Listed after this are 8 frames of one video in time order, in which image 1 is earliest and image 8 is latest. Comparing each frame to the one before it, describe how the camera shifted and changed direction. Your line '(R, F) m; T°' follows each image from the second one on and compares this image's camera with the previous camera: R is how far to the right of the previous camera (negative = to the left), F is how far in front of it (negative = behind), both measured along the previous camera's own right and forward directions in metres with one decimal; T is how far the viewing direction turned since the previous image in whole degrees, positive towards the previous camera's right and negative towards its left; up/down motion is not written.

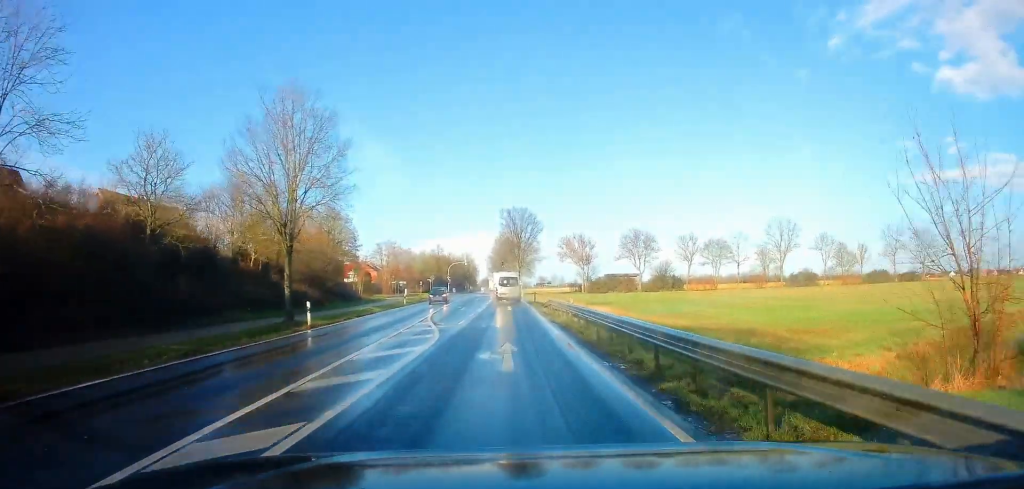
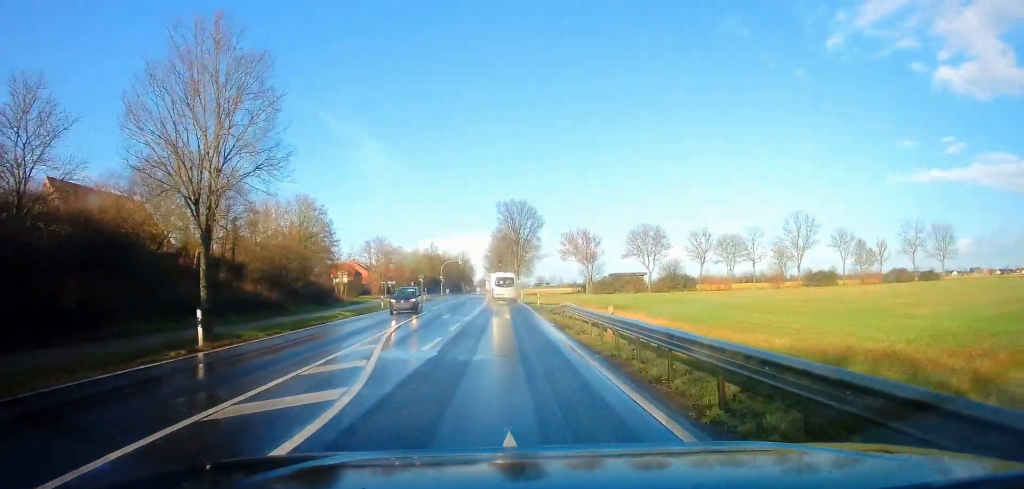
(0.0, +8.6) m; 0°
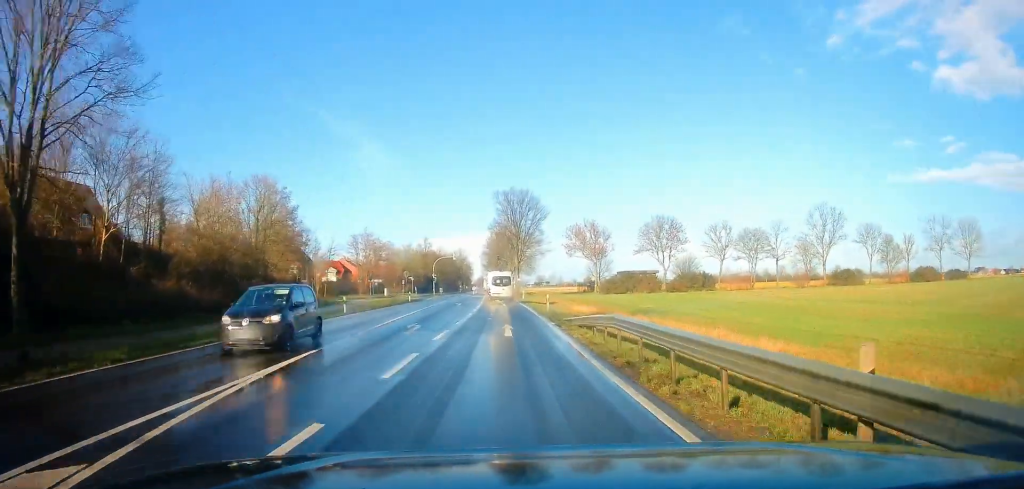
(0.0, +10.1) m; 0°
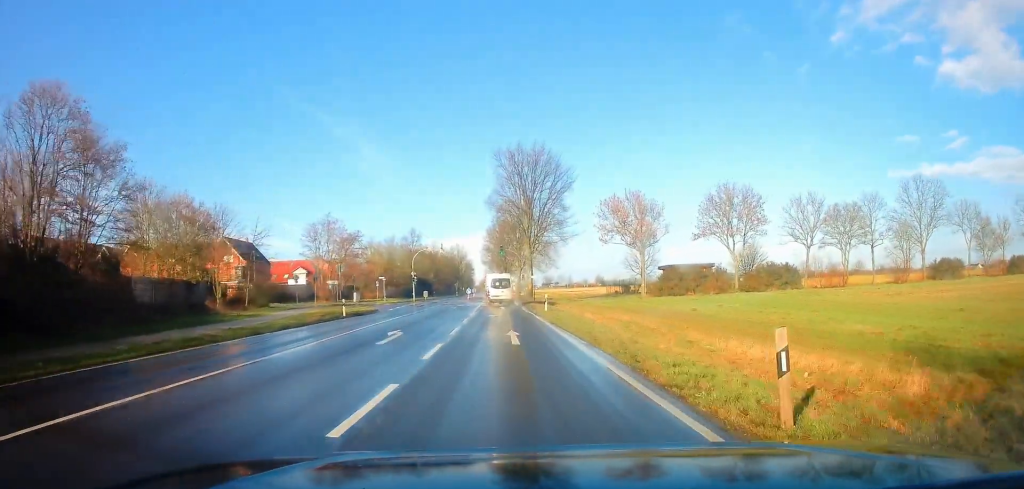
(-0.2, +27.0) m; 0°
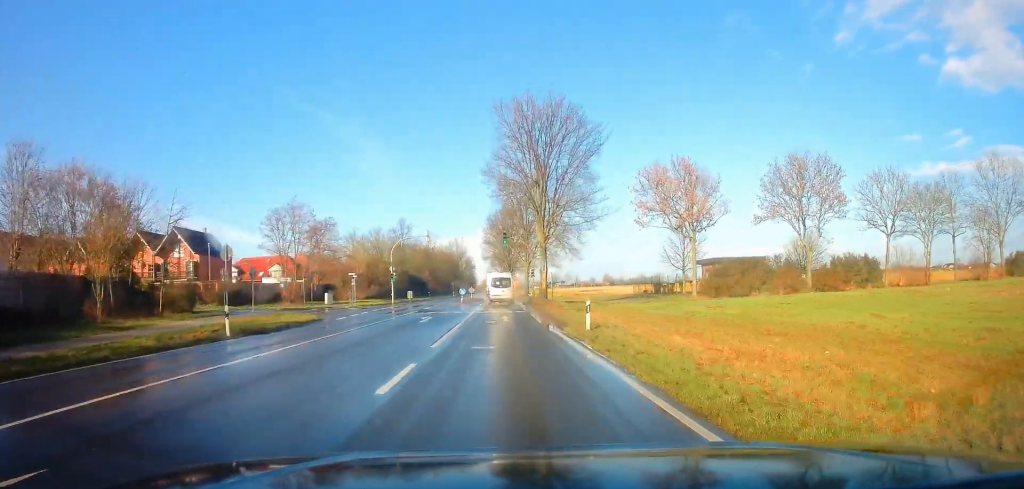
(0.0, +15.6) m; 0°
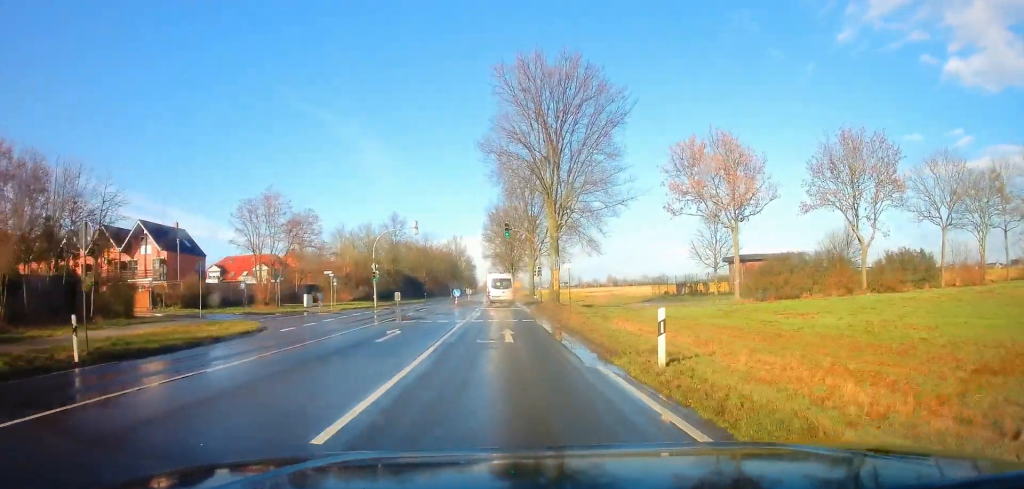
(+0.1, +8.2) m; 0°
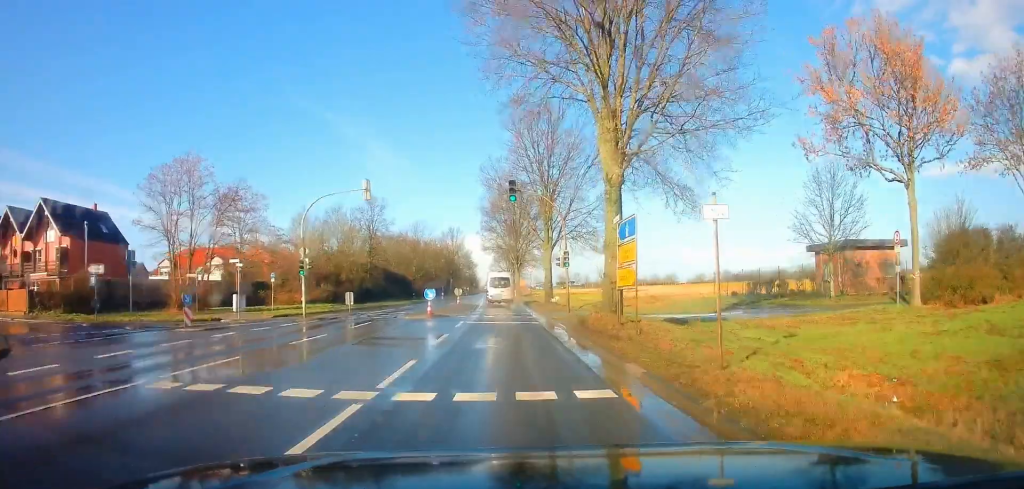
(-0.3, +17.8) m; 0°
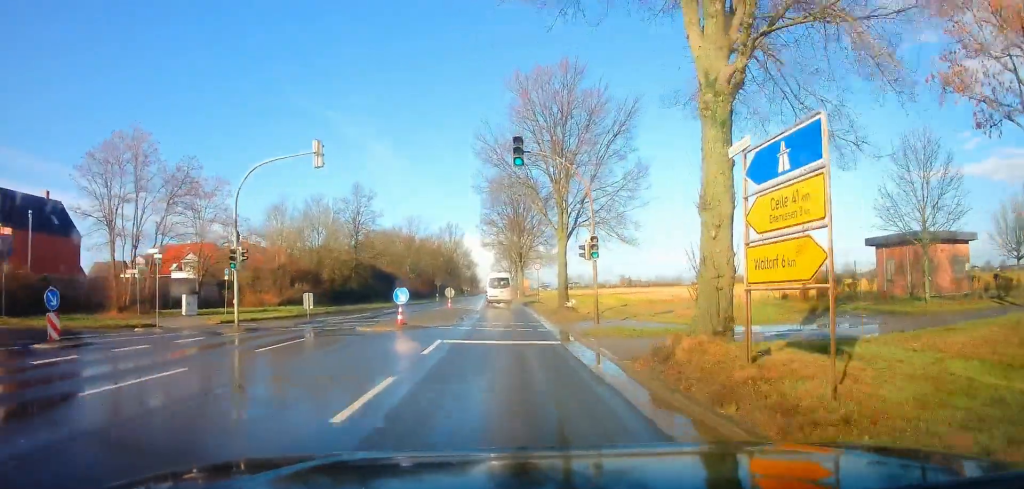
(+0.1, +8.2) m; 0°
